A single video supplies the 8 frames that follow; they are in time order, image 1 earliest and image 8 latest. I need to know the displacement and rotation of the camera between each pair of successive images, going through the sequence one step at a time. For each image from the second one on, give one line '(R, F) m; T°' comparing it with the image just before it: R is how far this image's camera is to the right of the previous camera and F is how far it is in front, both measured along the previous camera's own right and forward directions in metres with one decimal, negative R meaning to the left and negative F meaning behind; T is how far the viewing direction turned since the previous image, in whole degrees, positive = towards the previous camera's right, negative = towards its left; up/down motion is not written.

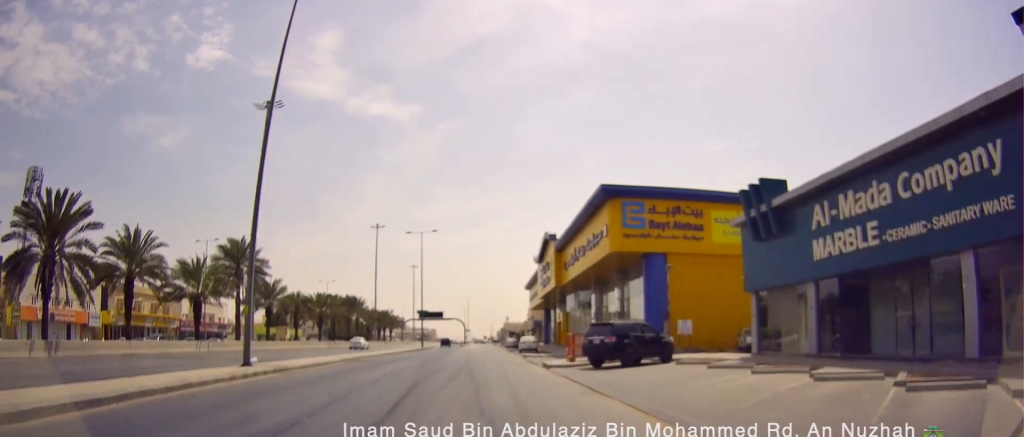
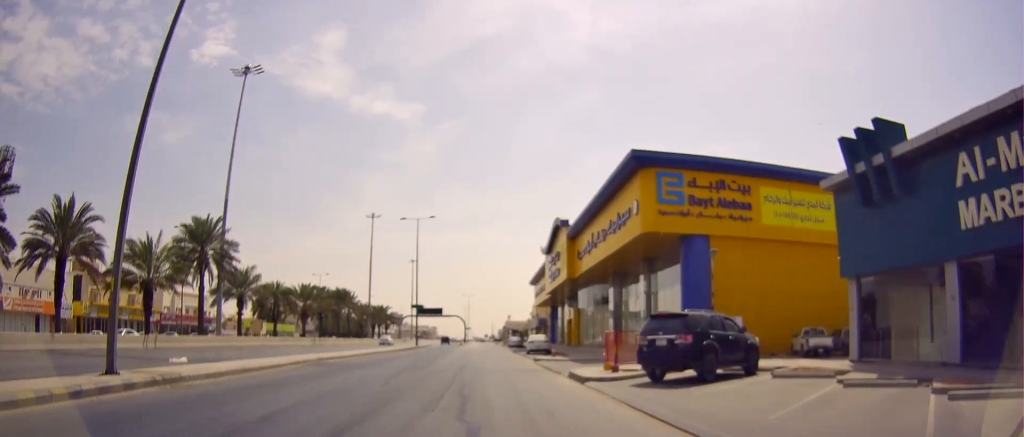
(0.0, +7.8) m; -1°
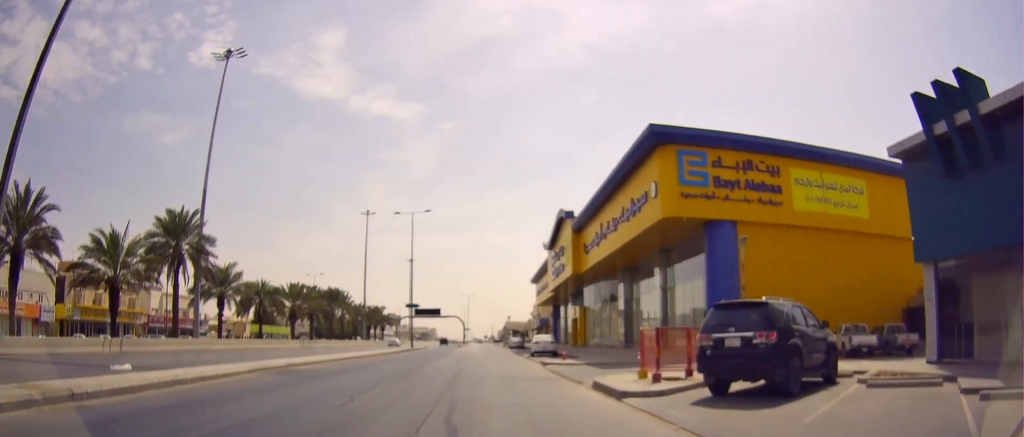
(-0.1, +4.1) m; -1°
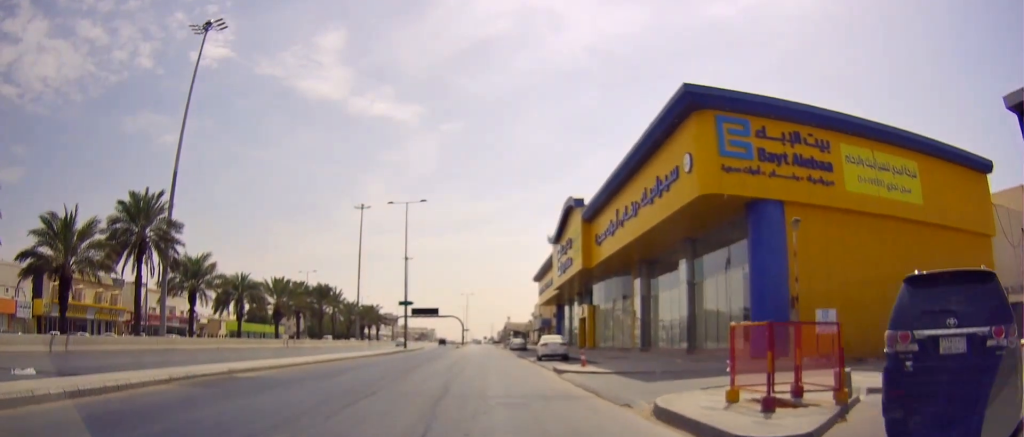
(-0.1, +5.4) m; +3°
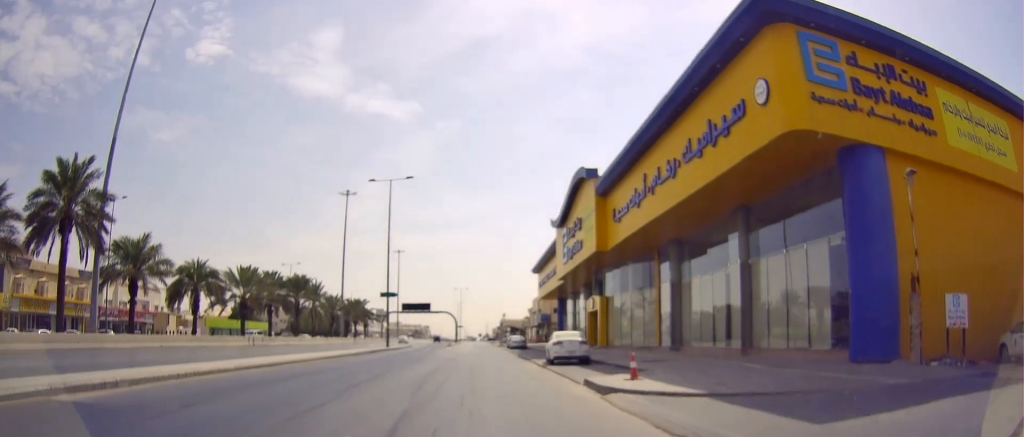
(+0.4, +8.2) m; 0°
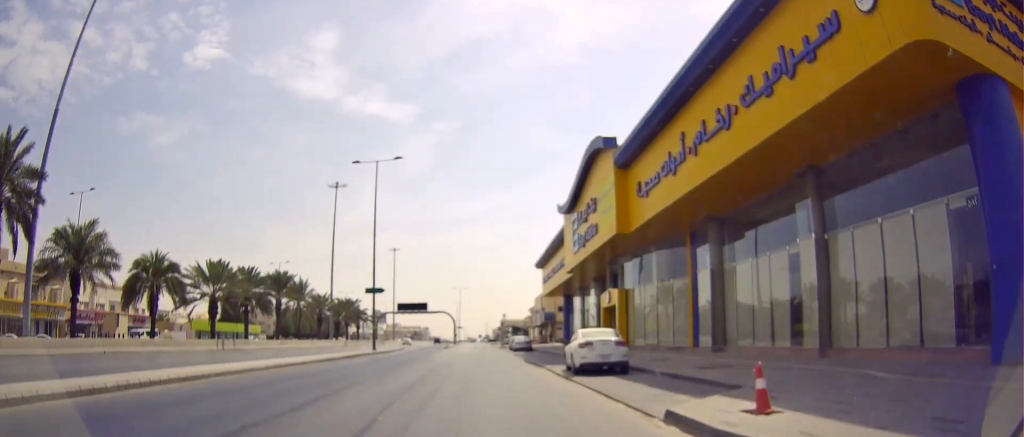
(-0.4, +6.7) m; 0°
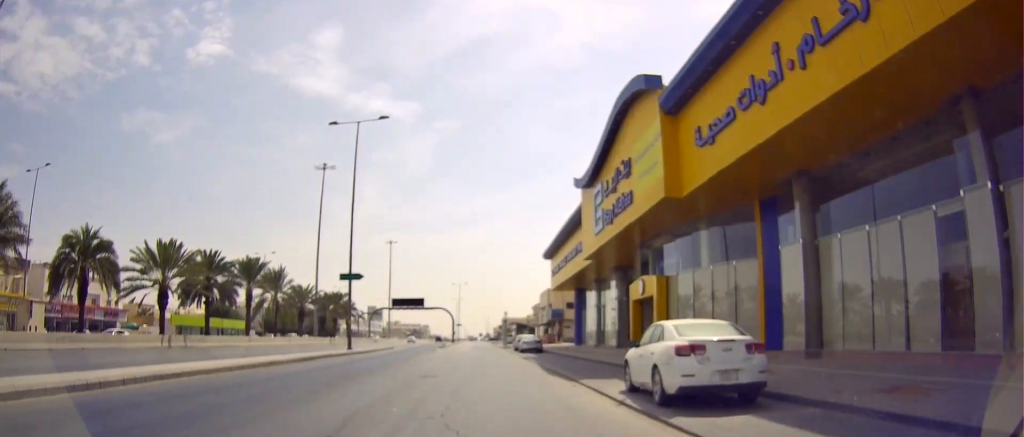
(+0.3, +9.2) m; +1°
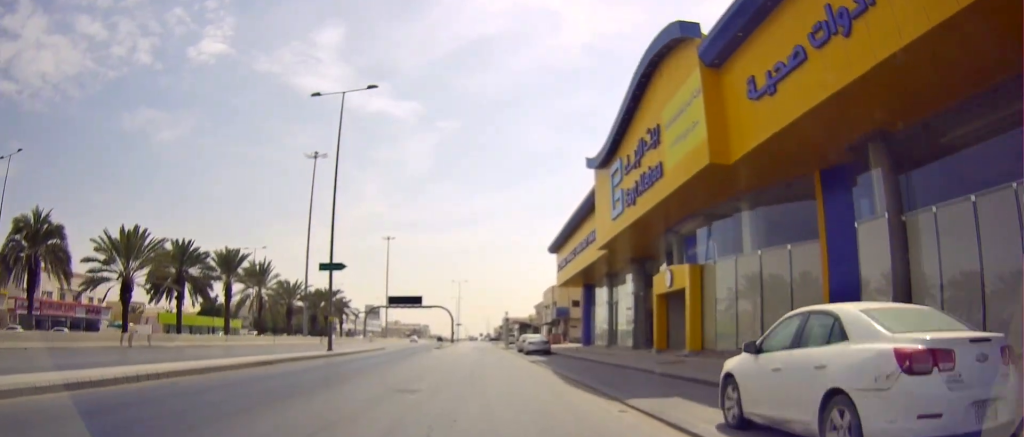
(0.0, +5.1) m; -2°
